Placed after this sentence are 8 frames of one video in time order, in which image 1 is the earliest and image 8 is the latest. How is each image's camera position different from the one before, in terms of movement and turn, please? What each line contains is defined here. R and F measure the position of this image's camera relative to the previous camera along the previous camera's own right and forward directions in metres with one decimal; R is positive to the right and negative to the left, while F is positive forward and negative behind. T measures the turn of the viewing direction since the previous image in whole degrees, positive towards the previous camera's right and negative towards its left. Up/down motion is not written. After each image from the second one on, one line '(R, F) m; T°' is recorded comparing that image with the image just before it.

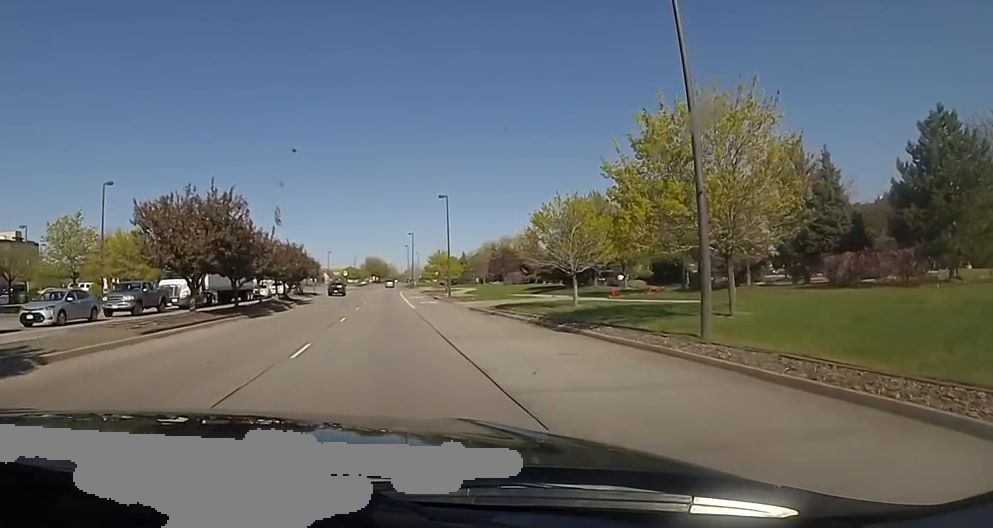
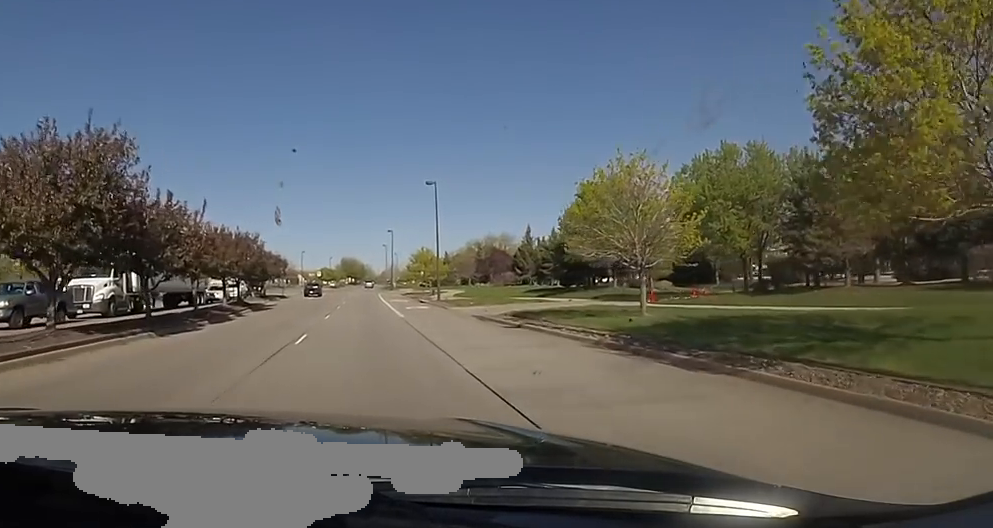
(-1.0, +8.9) m; +1°
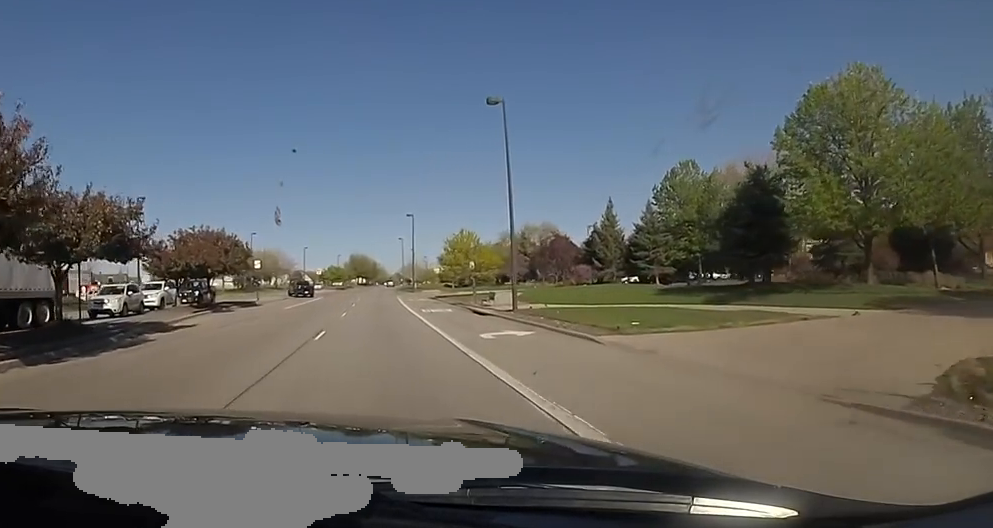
(+2.8, +23.0) m; +7°
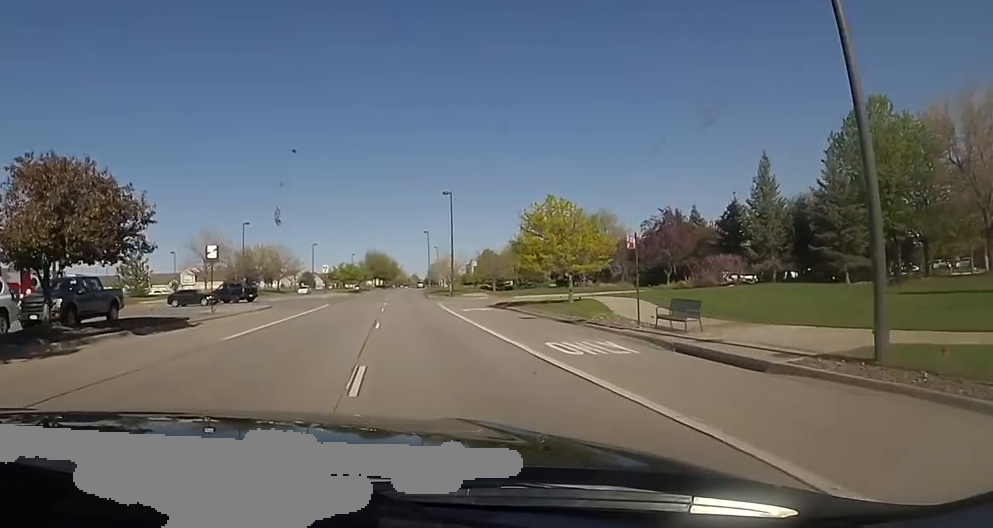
(0.0, +20.1) m; 0°
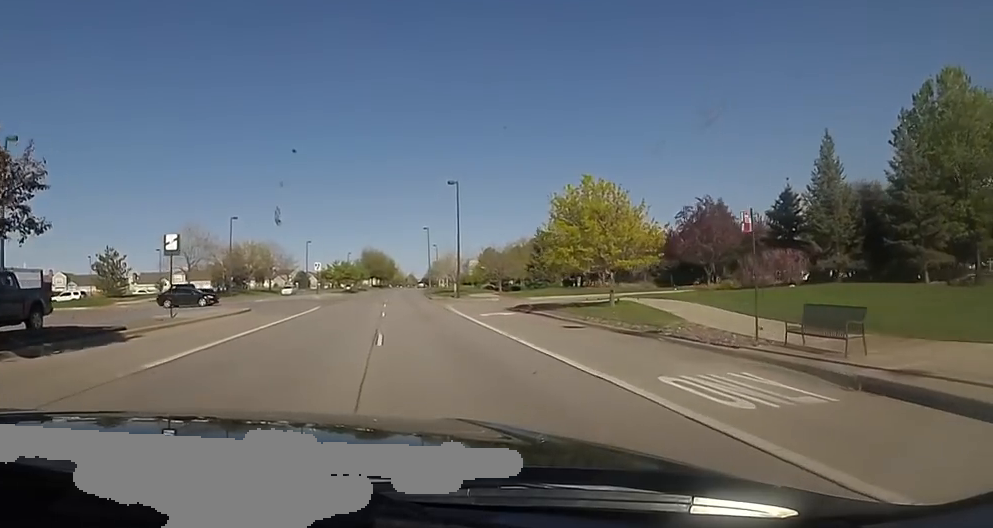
(0.0, +5.8) m; 0°
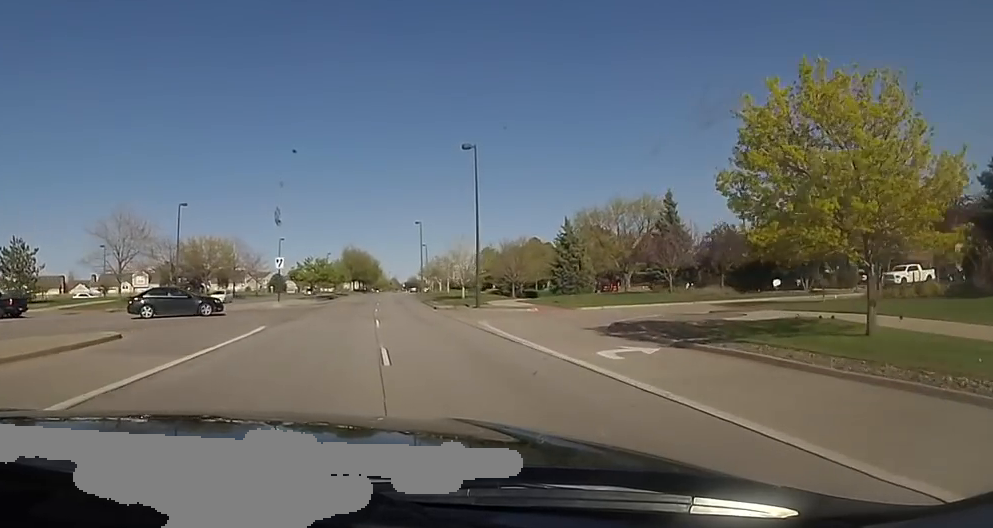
(0.0, +15.4) m; 0°
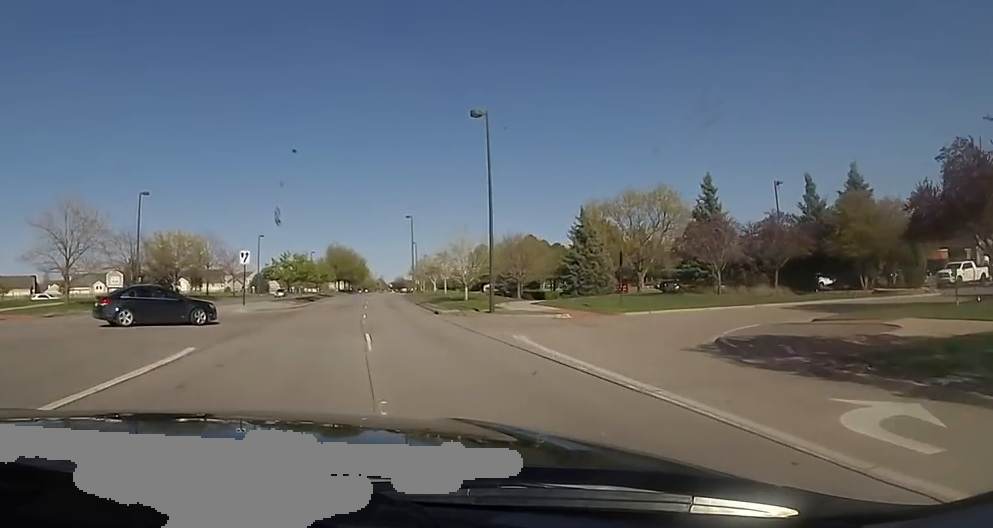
(0.0, +7.7) m; 0°
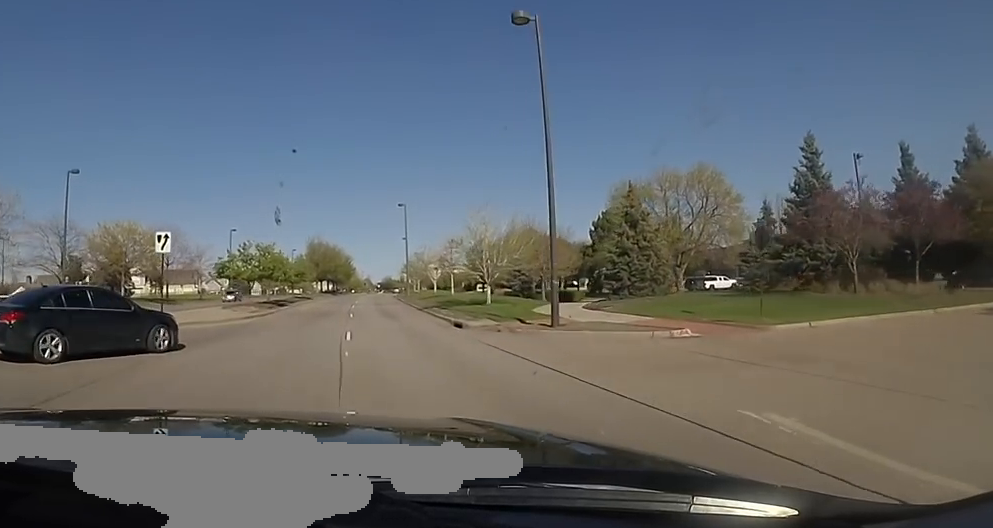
(0.0, +12.2) m; 0°
